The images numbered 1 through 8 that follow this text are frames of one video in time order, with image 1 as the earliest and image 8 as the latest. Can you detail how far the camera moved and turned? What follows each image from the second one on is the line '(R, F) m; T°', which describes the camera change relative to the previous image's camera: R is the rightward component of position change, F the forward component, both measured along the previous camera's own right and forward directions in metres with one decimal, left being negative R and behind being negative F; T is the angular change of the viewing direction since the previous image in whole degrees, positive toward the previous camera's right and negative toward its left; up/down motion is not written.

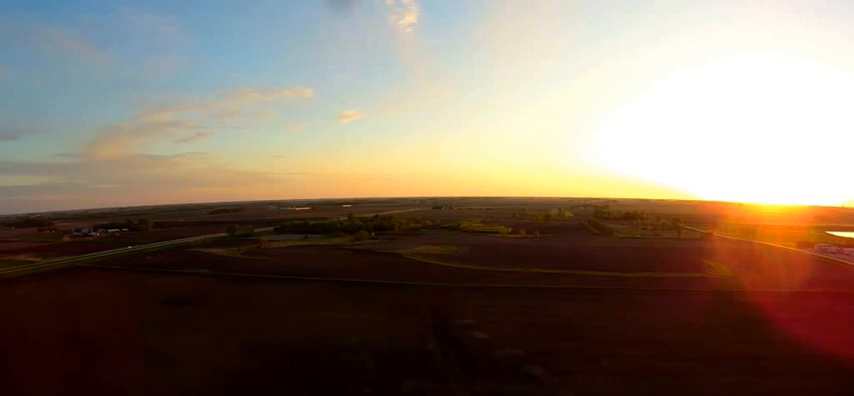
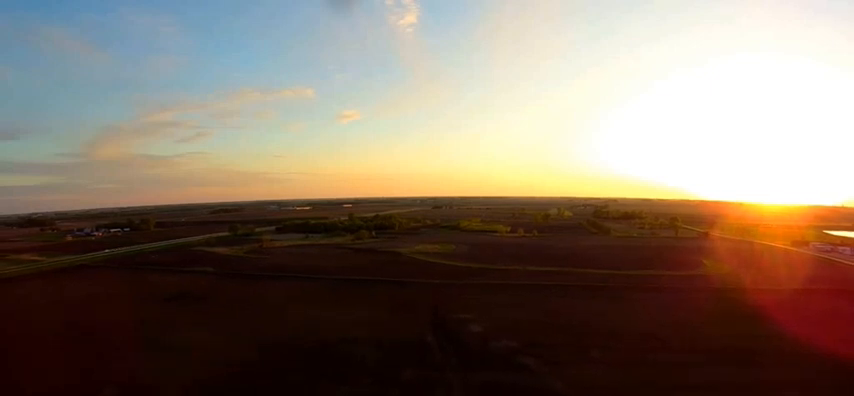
(0.0, +8.6) m; 0°
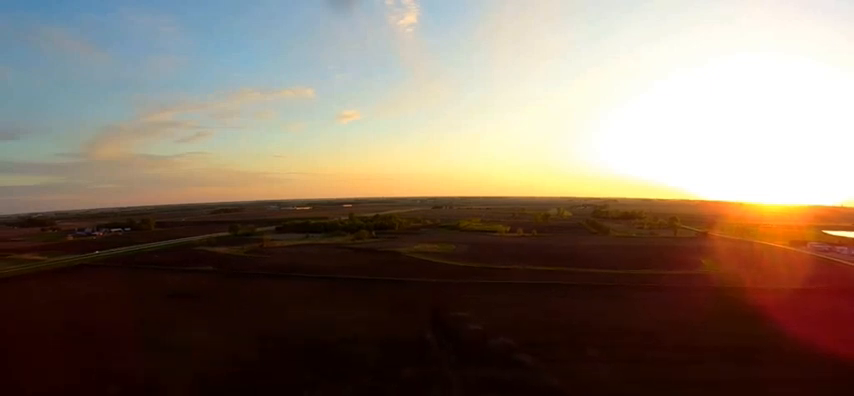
(0.0, +3.2) m; 0°
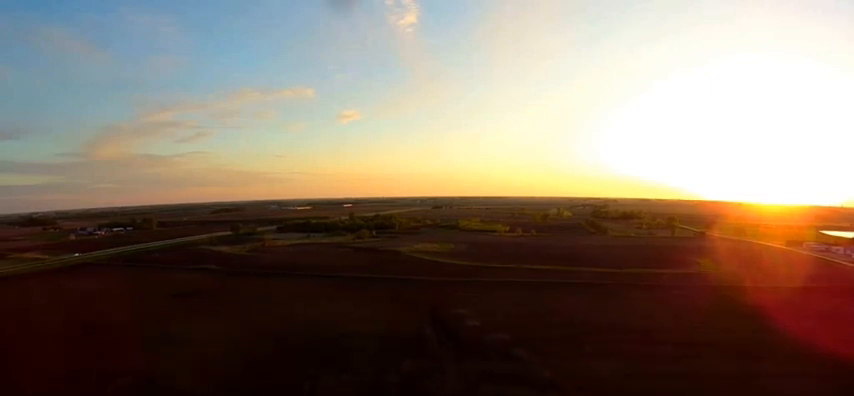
(0.0, +6.8) m; 0°
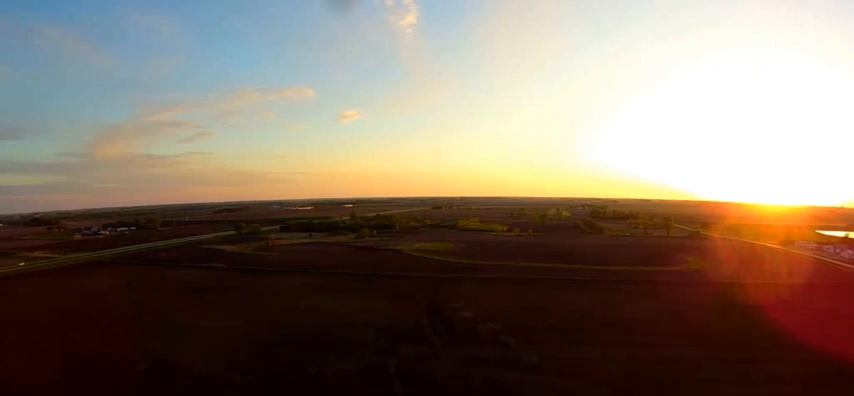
(-0.1, +16.0) m; 0°
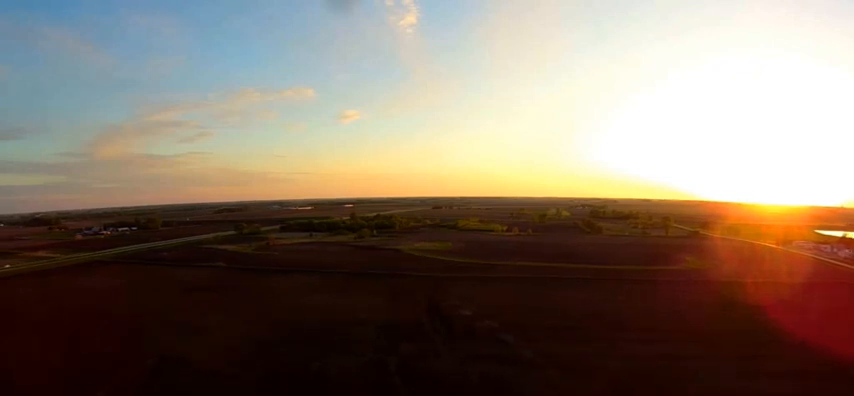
(0.0, +3.6) m; 0°
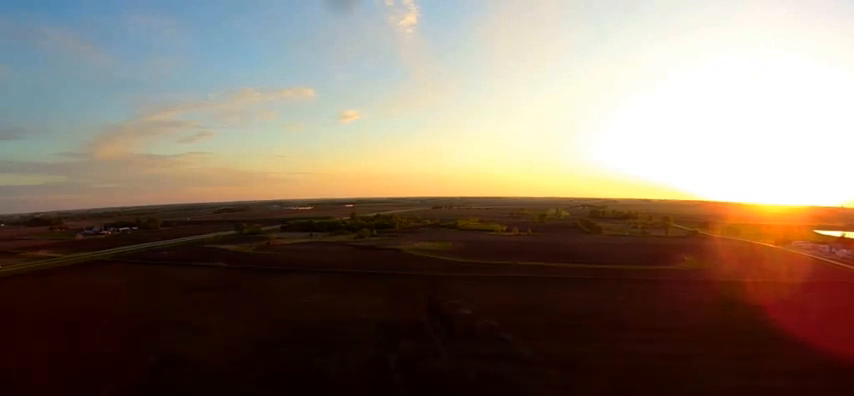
(0.0, +2.7) m; 0°
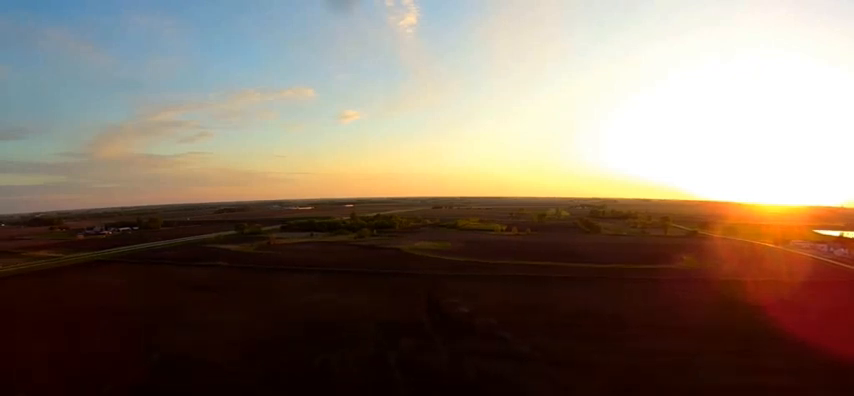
(0.0, +3.1) m; 0°
